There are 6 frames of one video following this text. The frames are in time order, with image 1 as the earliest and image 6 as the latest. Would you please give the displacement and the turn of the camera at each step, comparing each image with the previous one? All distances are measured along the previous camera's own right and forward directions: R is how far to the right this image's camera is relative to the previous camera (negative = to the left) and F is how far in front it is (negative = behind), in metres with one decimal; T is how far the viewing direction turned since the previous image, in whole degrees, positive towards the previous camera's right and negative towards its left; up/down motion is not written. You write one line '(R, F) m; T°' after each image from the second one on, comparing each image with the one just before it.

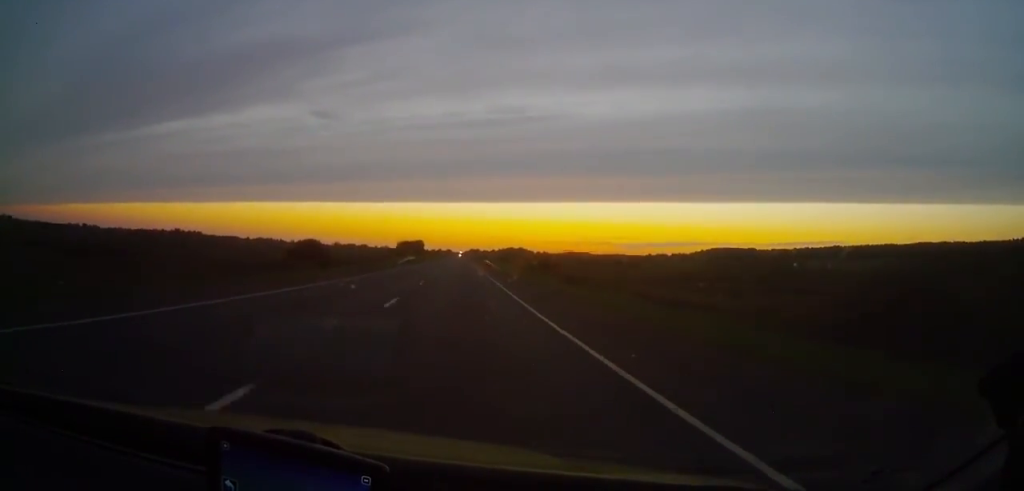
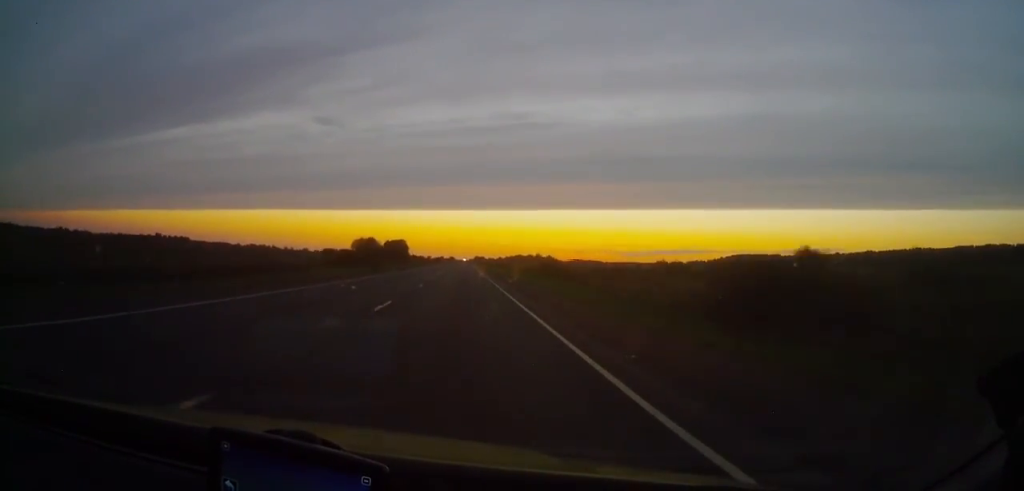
(-0.1, +105.7) m; 0°
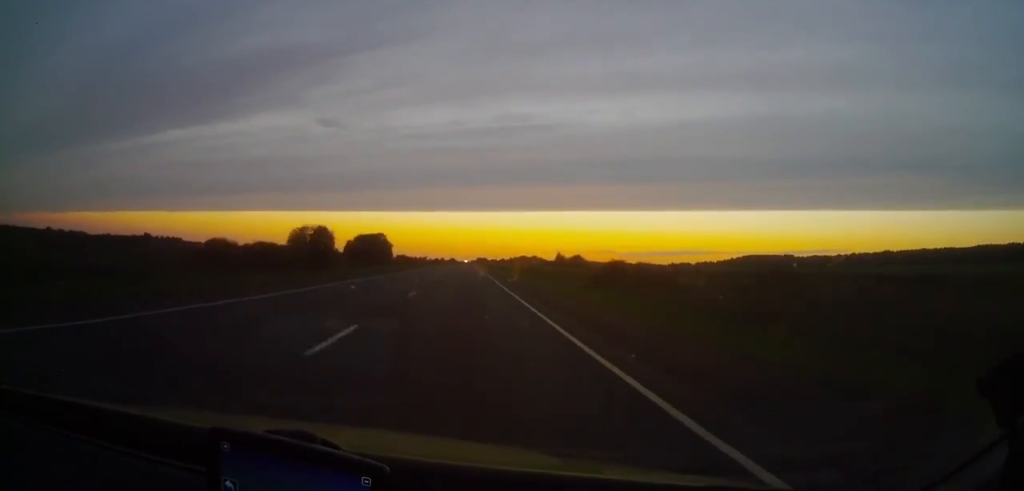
(-0.1, +53.4) m; 0°
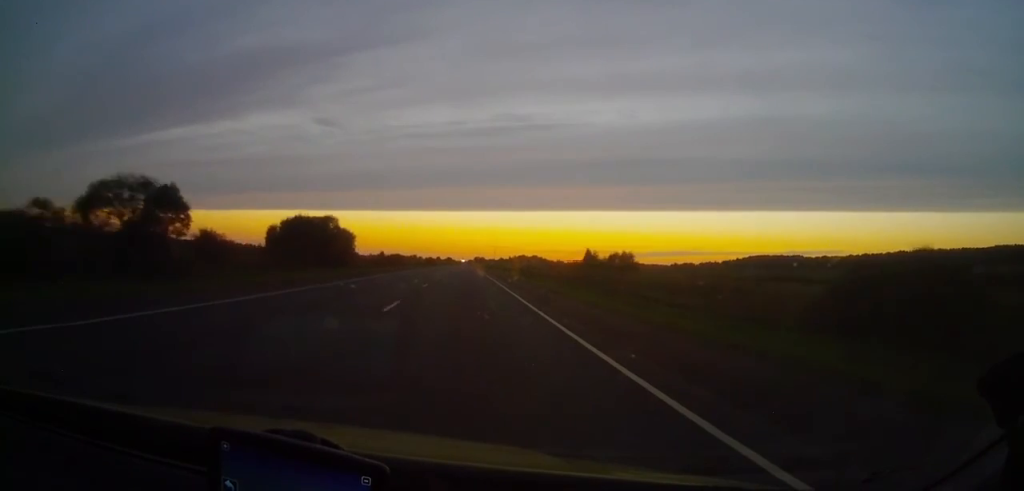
(0.0, +53.5) m; 0°
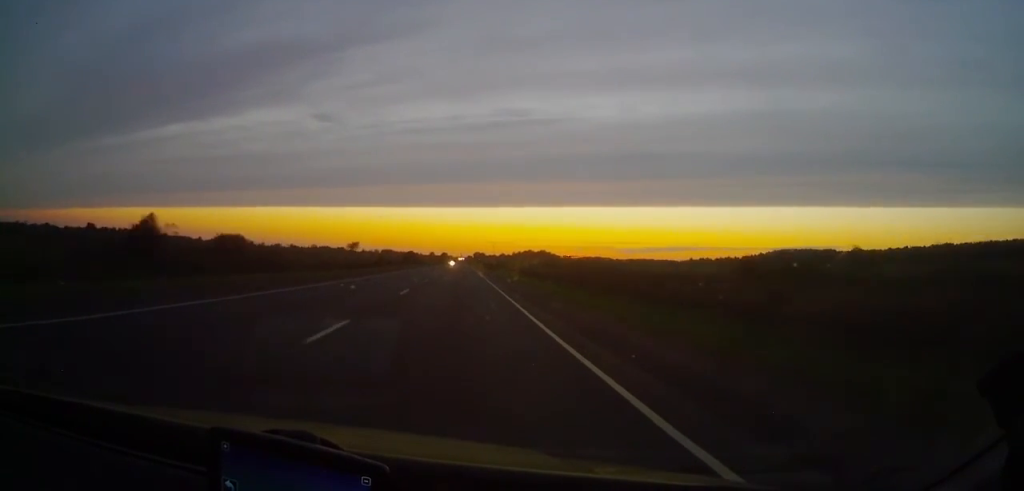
(-0.1, +137.1) m; 0°
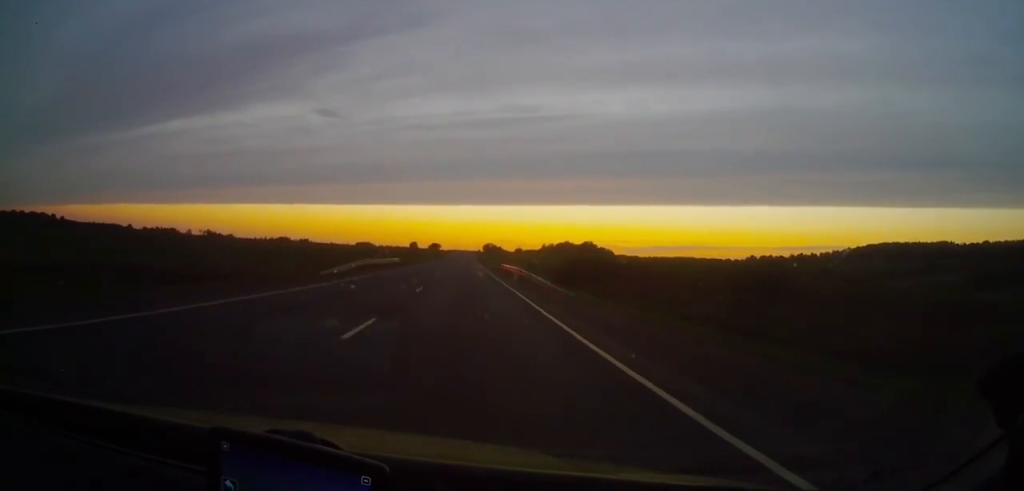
(-0.2, +348.3) m; 0°
